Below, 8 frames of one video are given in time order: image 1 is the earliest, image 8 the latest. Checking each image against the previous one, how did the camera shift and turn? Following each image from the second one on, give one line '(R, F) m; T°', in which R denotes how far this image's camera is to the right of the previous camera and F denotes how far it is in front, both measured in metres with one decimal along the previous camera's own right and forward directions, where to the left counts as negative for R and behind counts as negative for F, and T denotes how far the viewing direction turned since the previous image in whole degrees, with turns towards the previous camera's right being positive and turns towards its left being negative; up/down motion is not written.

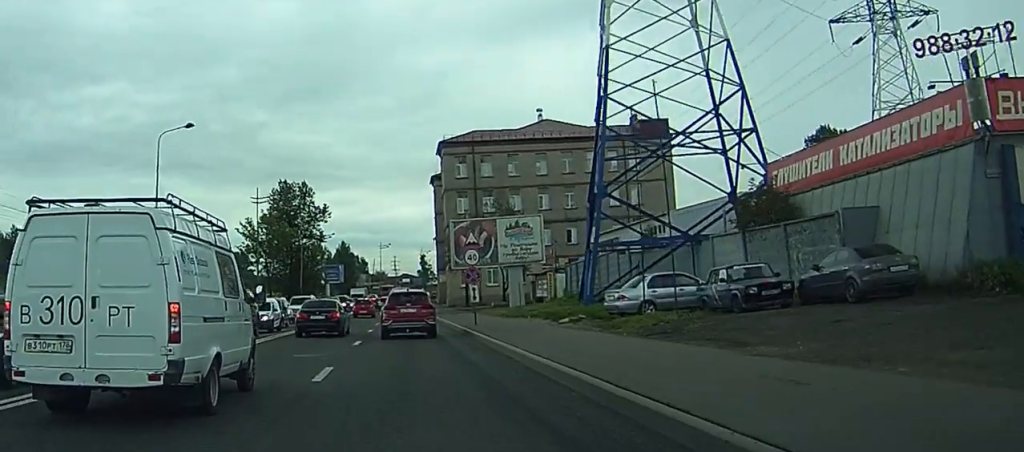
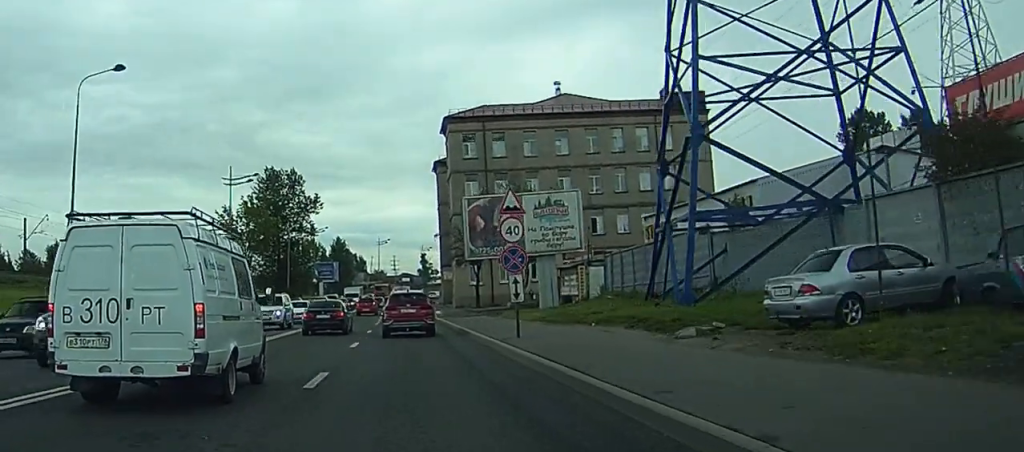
(0.0, +13.0) m; 0°
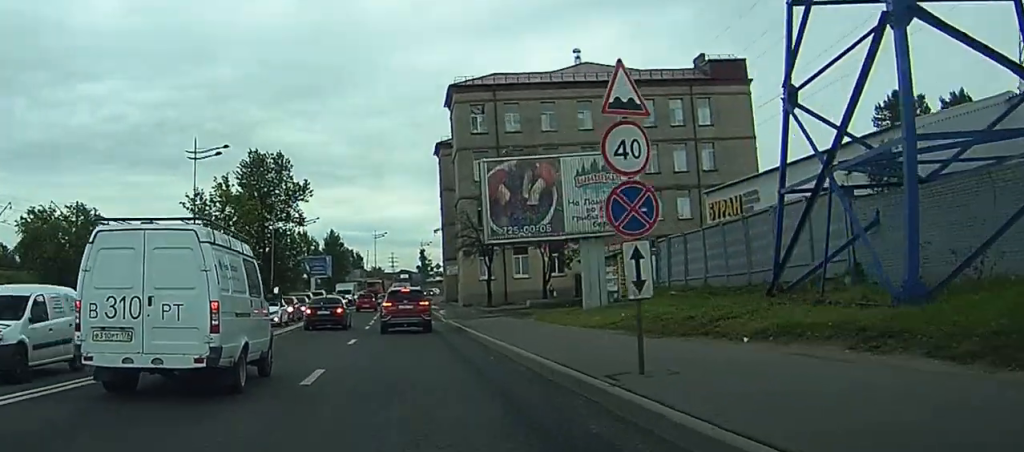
(+0.1, +11.5) m; 0°
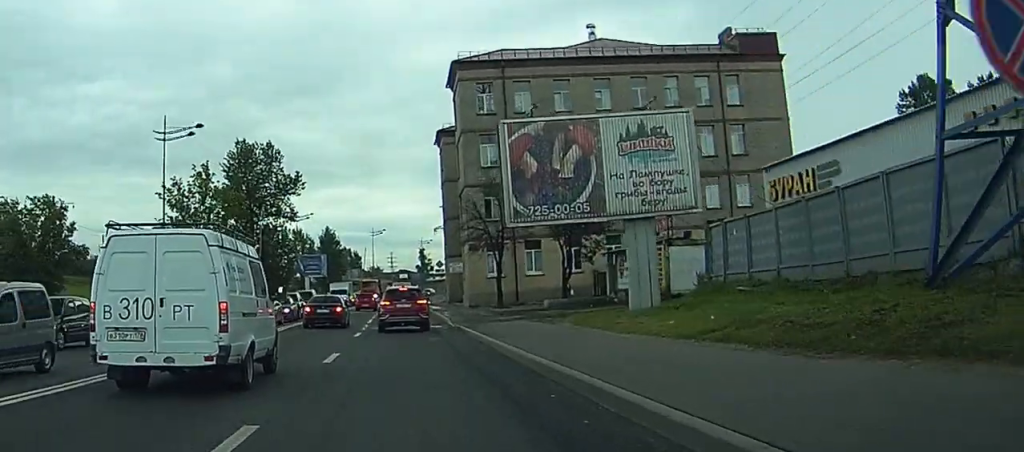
(0.0, +7.3) m; 0°
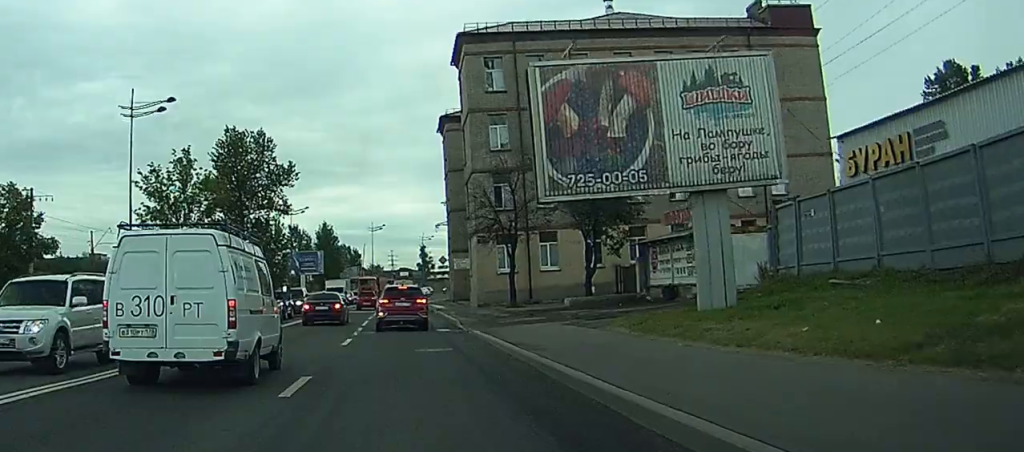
(0.0, +6.4) m; 0°
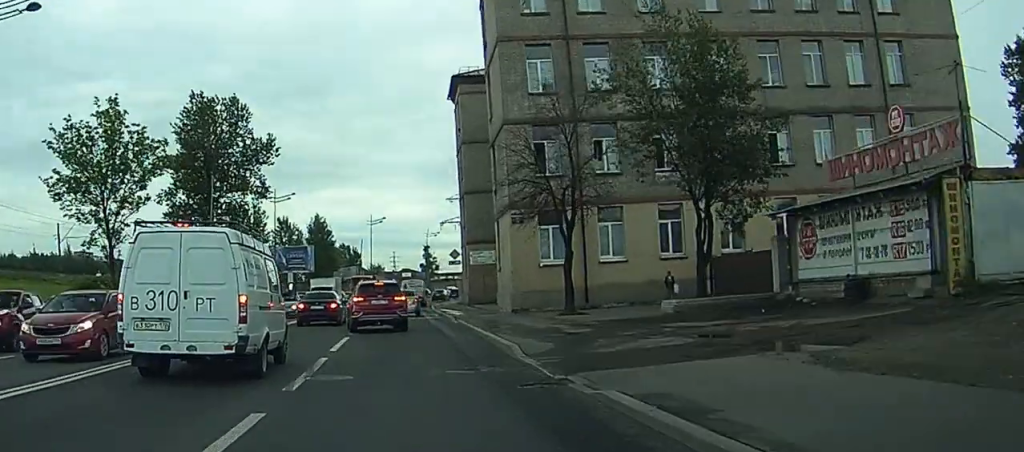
(+0.1, +16.7) m; 0°
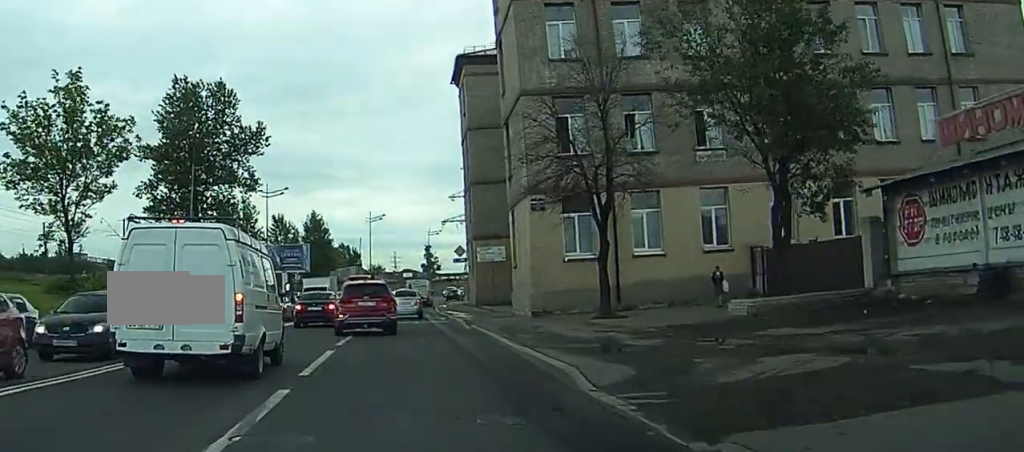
(0.0, +6.1) m; 0°
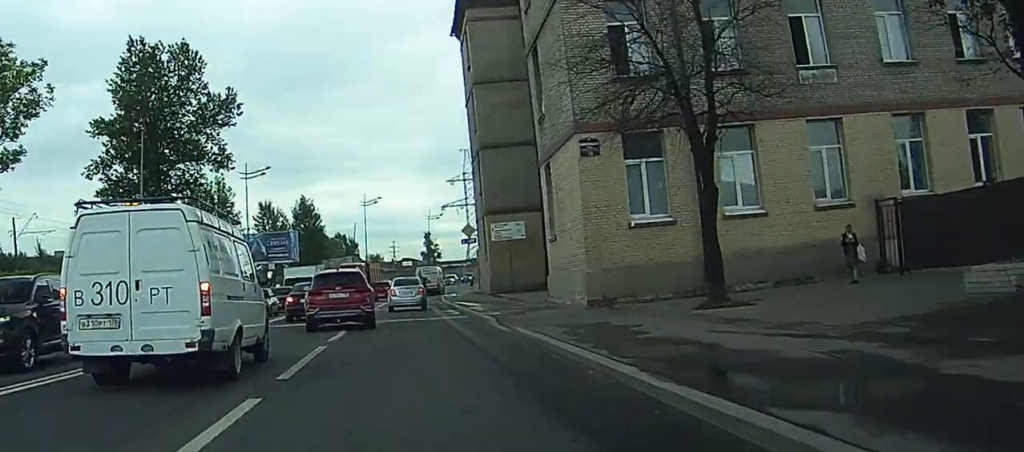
(0.0, +10.8) m; 0°
